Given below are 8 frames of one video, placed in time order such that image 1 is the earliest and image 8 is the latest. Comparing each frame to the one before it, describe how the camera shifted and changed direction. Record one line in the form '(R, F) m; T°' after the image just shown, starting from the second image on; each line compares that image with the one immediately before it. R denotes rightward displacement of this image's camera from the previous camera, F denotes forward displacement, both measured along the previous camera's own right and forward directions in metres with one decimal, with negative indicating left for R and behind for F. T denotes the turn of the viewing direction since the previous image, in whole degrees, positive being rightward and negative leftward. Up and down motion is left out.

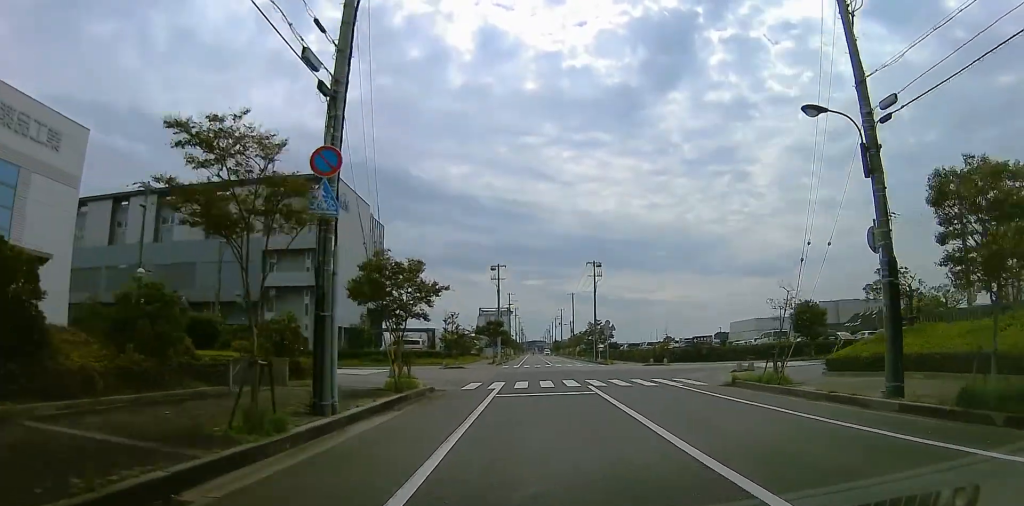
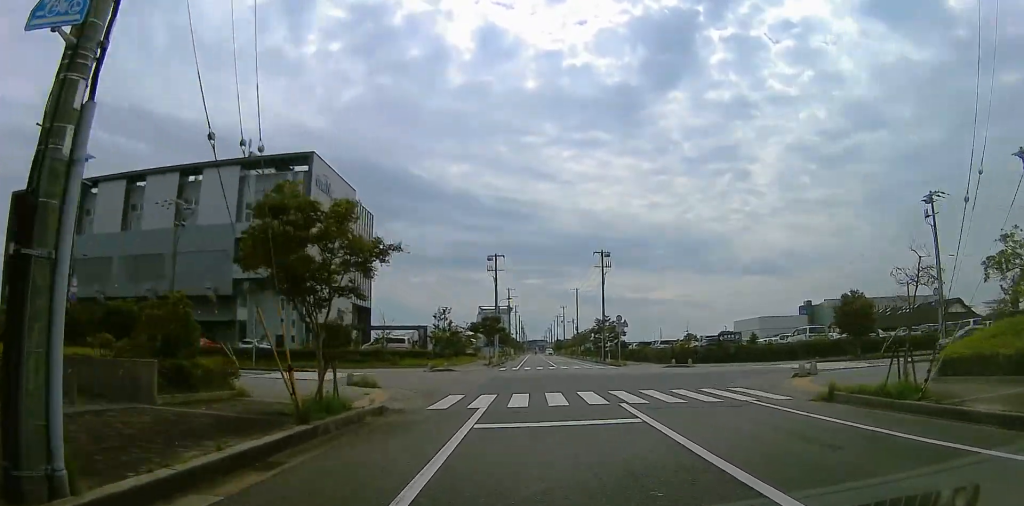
(+1.0, +7.4) m; +5°
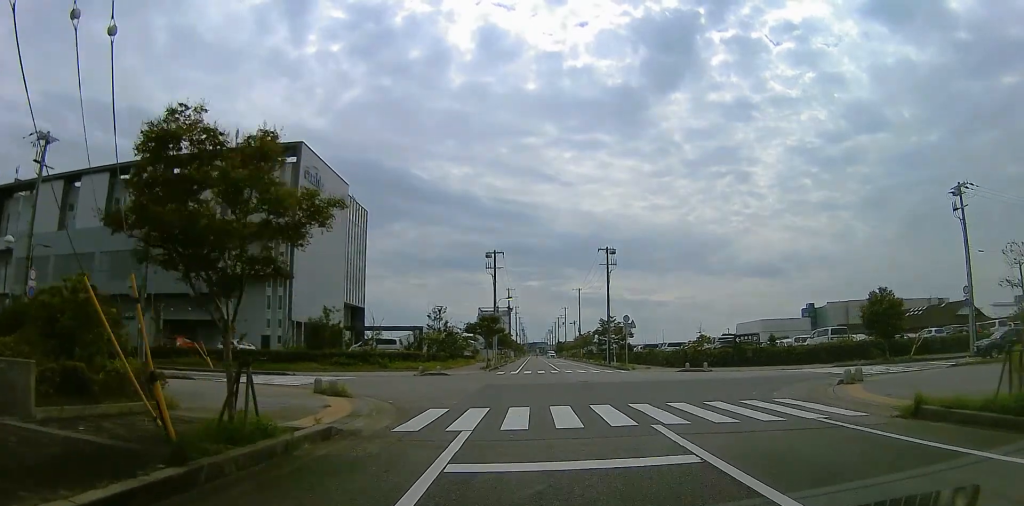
(-0.1, +3.6) m; -3°
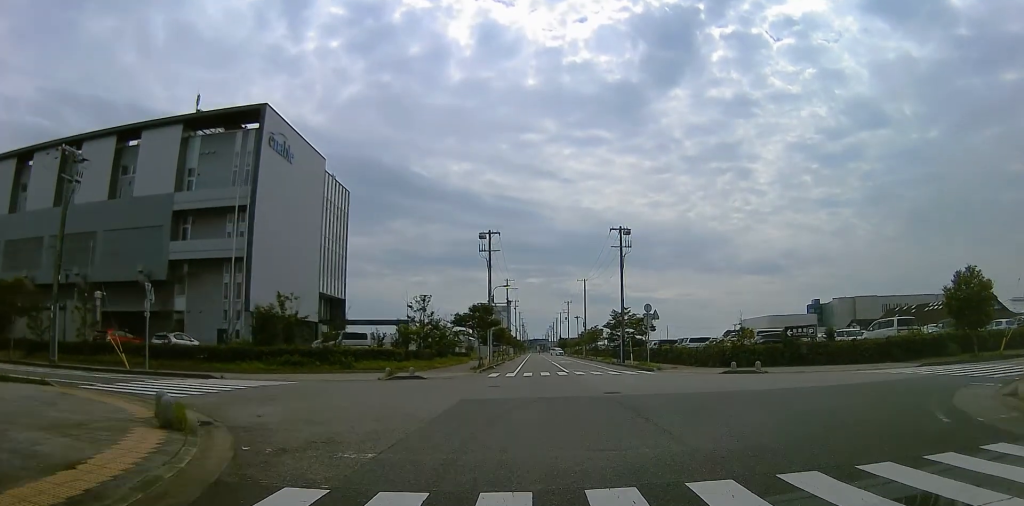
(-0.6, +8.8) m; -7°
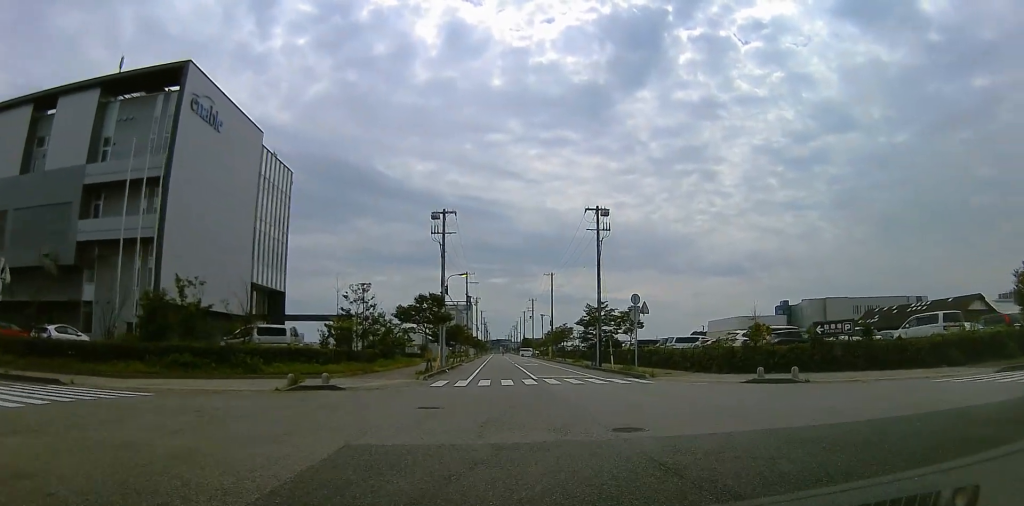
(-0.2, +8.7) m; +1°
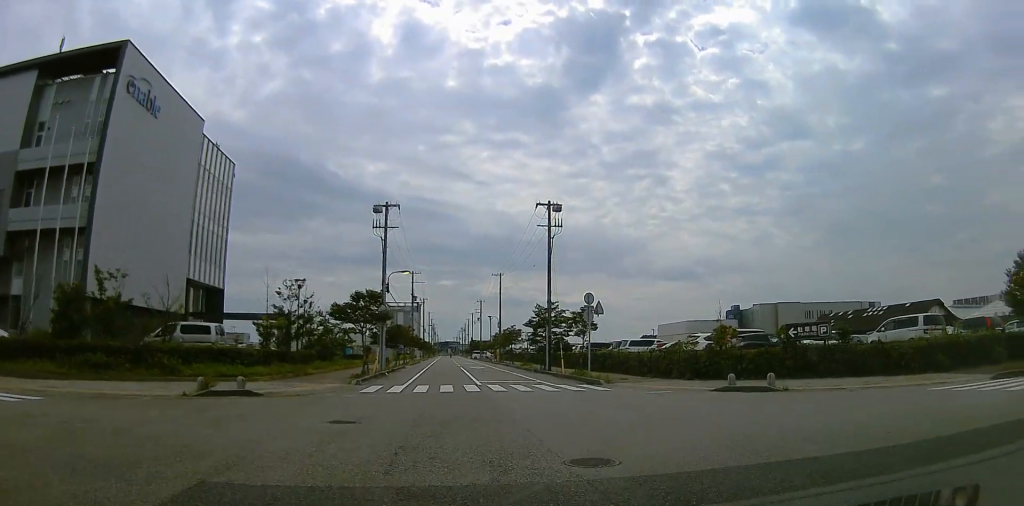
(-0.2, +3.7) m; +8°
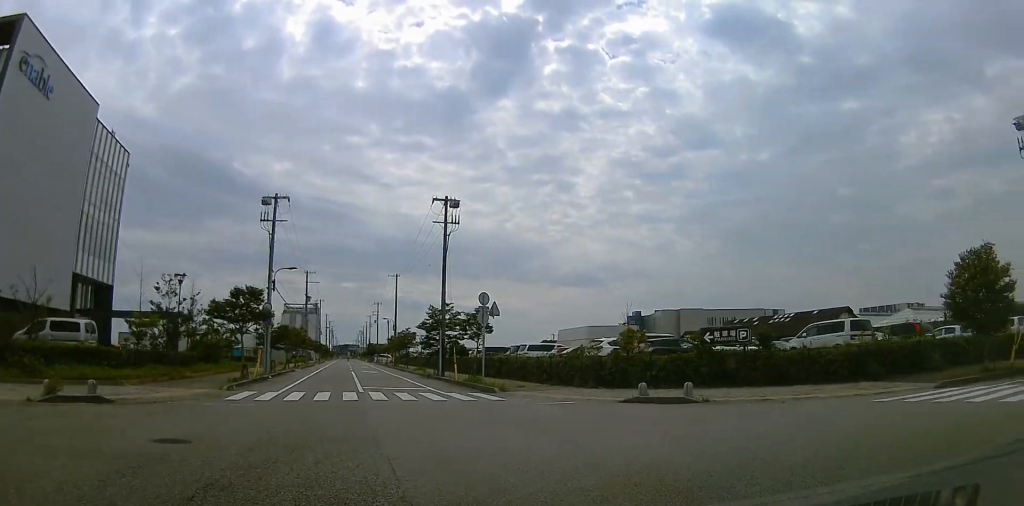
(+0.6, +2.8) m; +12°
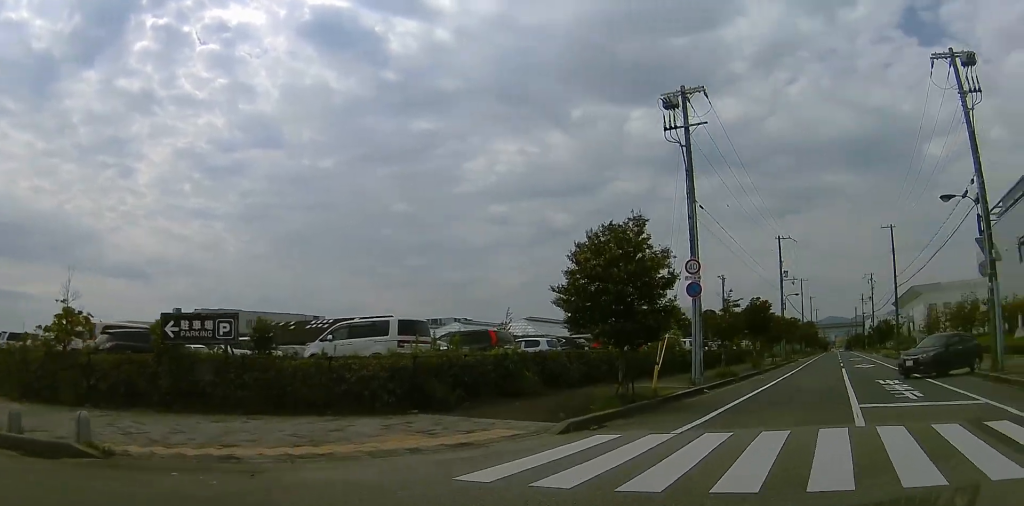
(+2.9, +8.4) m; +44°
